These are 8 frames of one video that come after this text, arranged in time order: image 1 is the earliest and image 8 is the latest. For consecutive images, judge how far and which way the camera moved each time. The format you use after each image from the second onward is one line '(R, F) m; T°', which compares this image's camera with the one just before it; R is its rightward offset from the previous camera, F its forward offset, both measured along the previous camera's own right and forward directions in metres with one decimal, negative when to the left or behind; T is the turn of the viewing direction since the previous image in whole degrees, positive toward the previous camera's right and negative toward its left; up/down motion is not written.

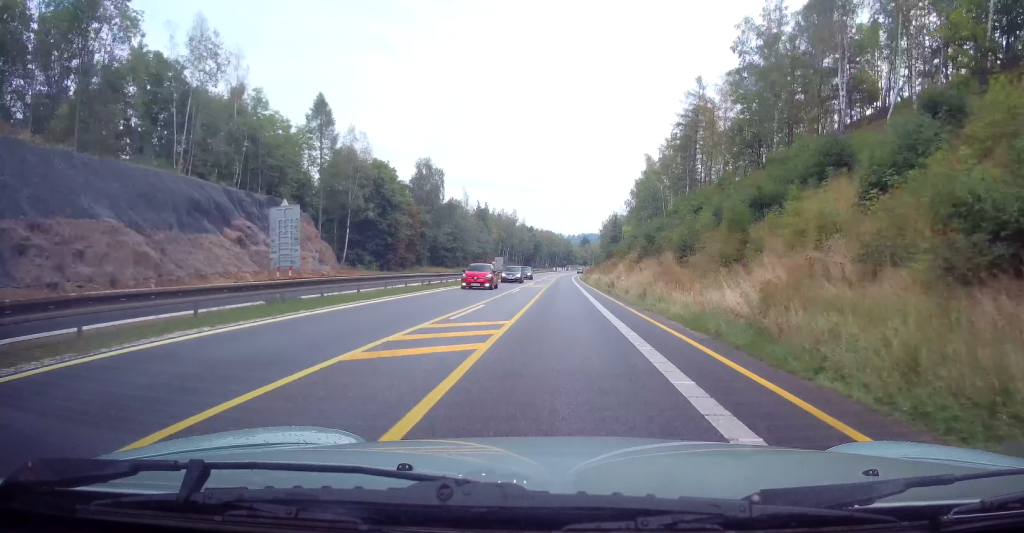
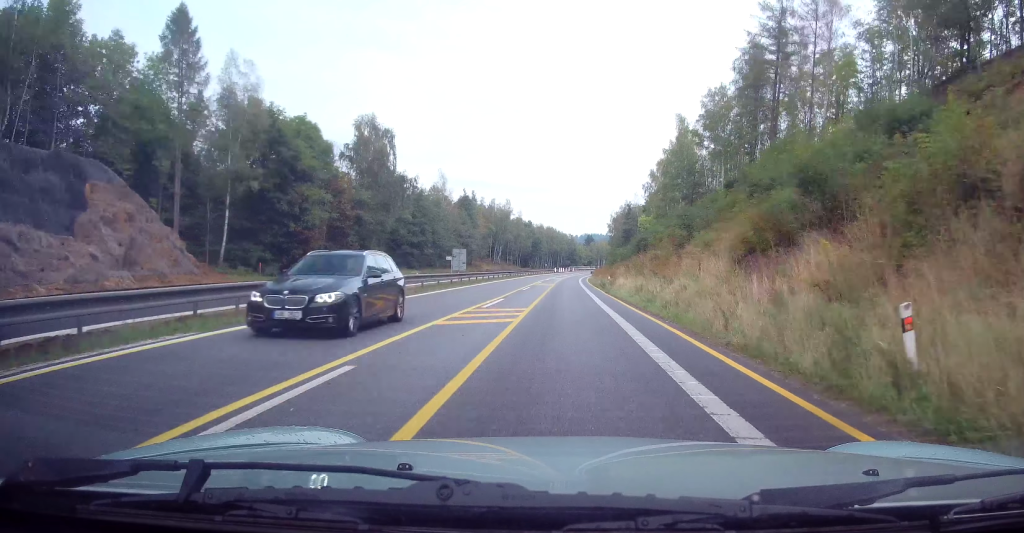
(0.0, +30.0) m; 0°
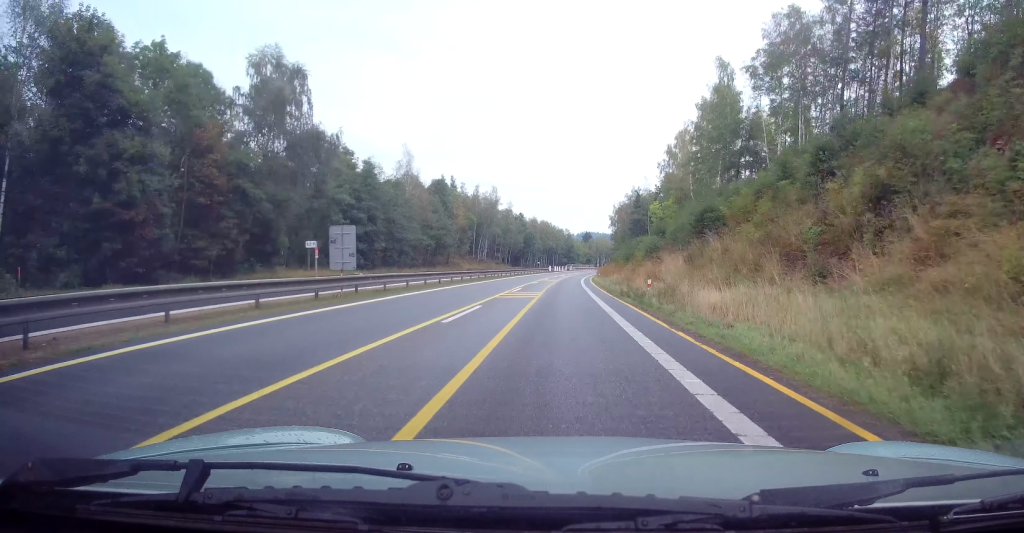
(0.0, +23.6) m; +1°
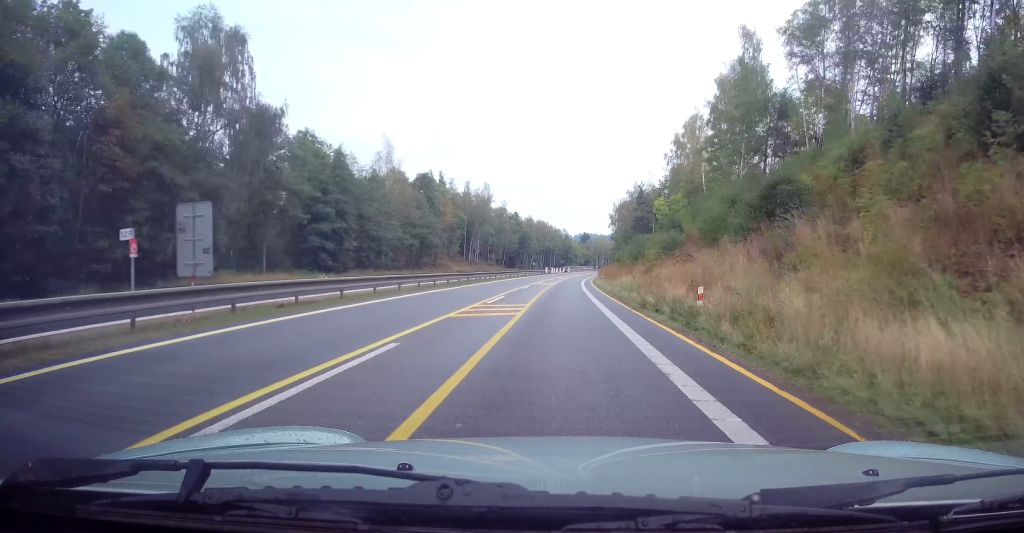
(+0.1, +9.1) m; 0°
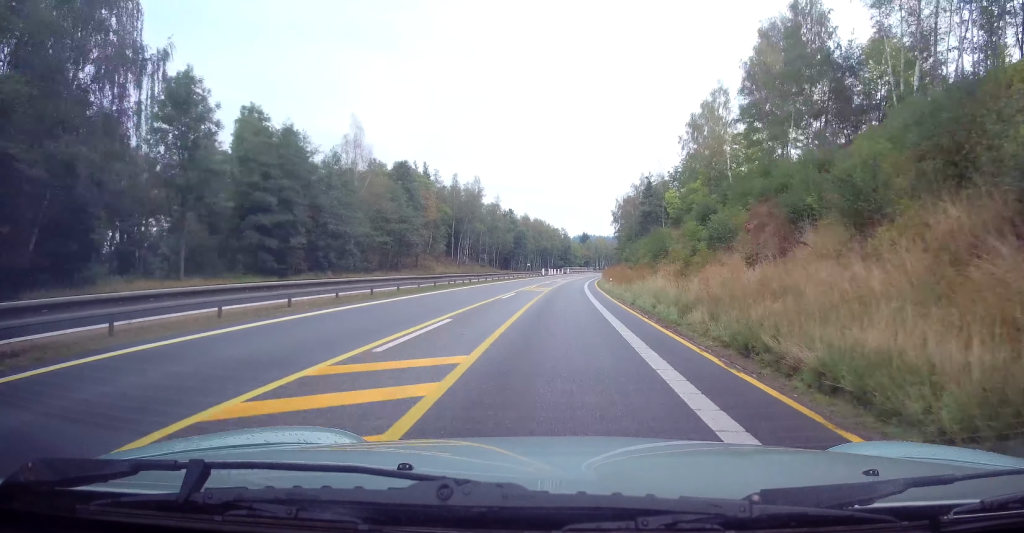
(+0.2, +12.4) m; 0°
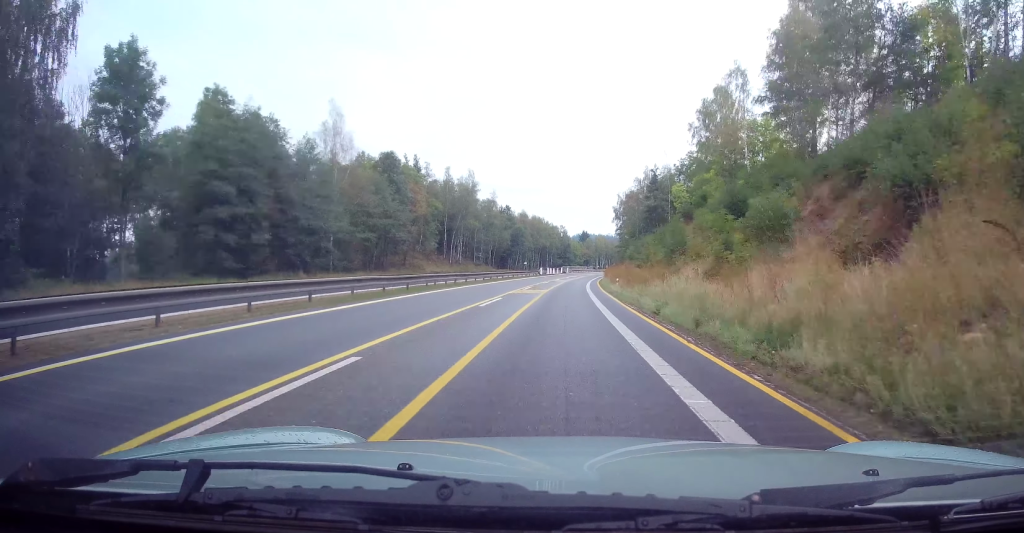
(-0.1, +6.5) m; 0°
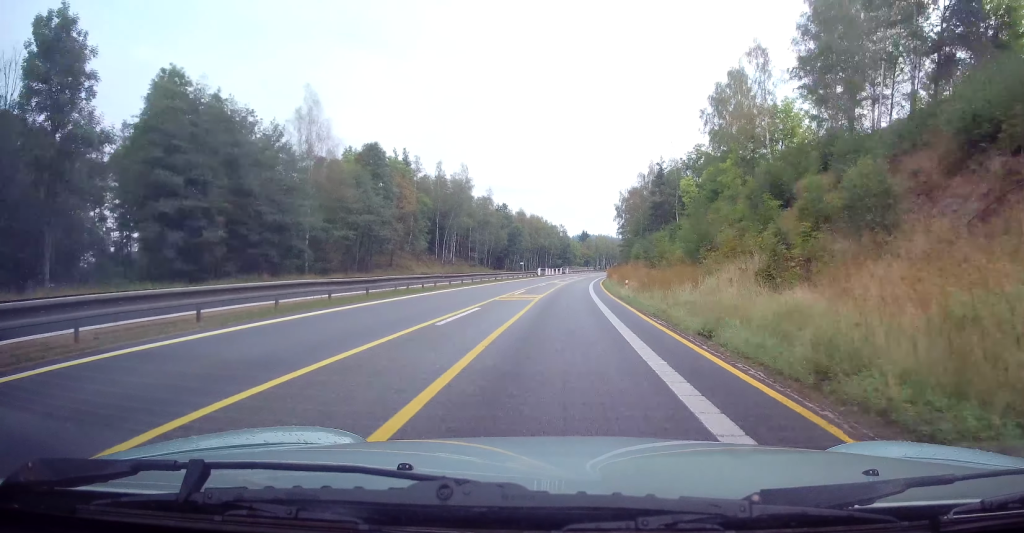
(-0.1, +6.5) m; 0°
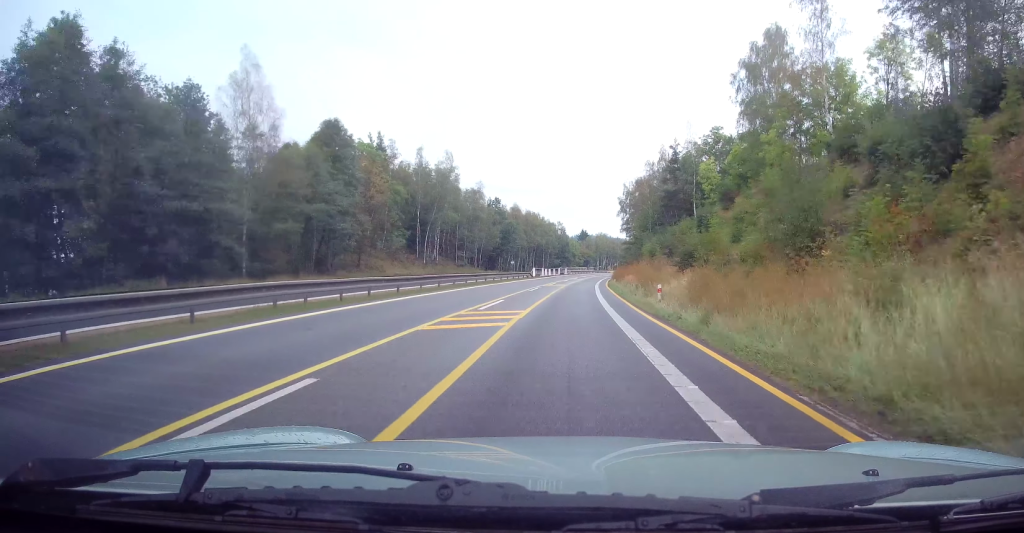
(+0.2, +12.4) m; 0°
